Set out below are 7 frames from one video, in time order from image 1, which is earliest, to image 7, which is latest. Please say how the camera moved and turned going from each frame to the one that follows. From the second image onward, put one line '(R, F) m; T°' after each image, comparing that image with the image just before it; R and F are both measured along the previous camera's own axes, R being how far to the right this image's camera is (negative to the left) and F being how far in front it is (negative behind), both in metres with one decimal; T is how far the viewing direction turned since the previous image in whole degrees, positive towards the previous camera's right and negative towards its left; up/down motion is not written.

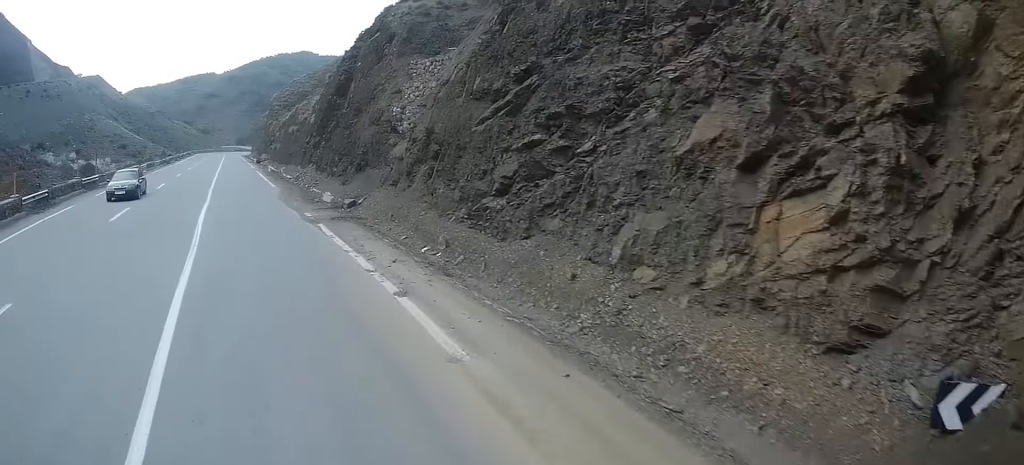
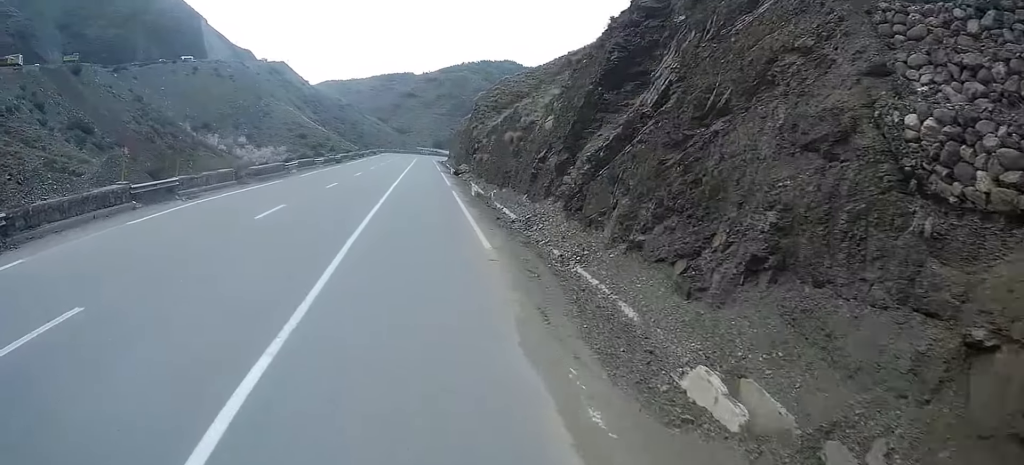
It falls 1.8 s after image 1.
(-2.3, +16.7) m; -10°
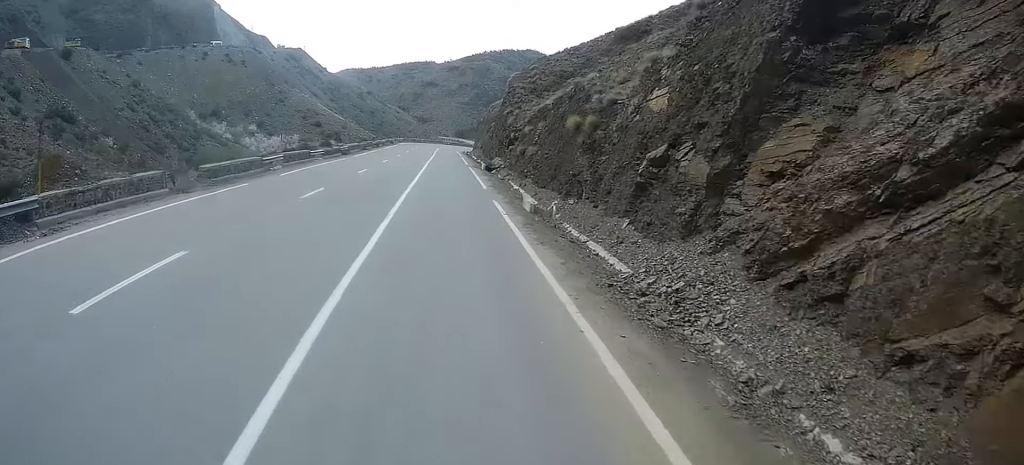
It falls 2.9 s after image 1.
(-0.1, +11.8) m; -3°
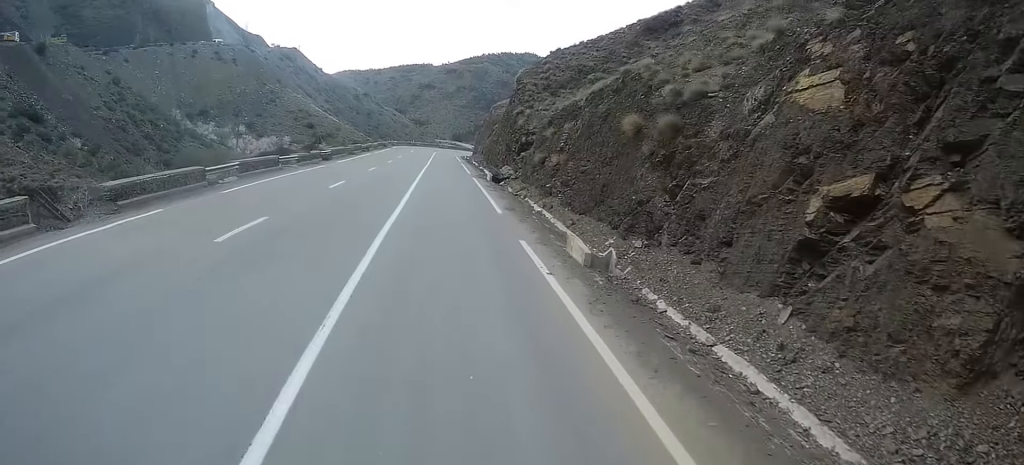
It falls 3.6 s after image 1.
(-0.3, +8.5) m; -1°
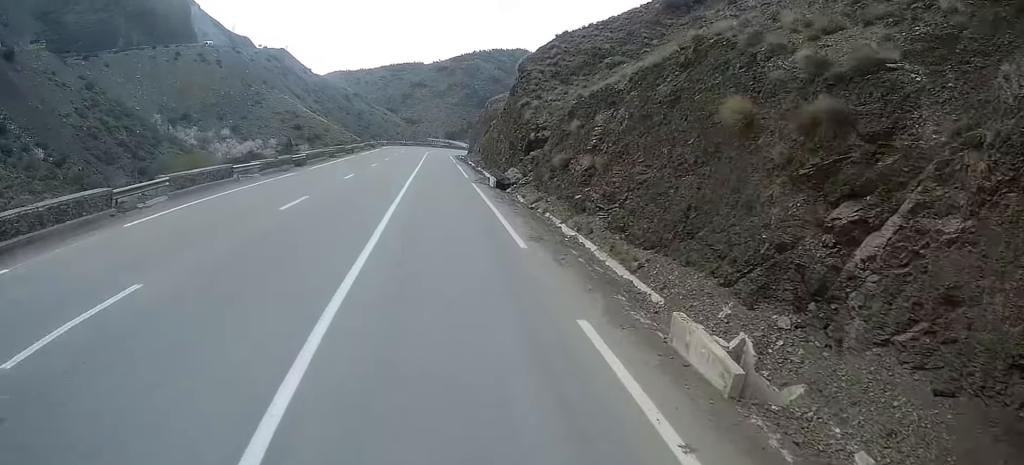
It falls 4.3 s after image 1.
(-0.3, +7.4) m; +1°
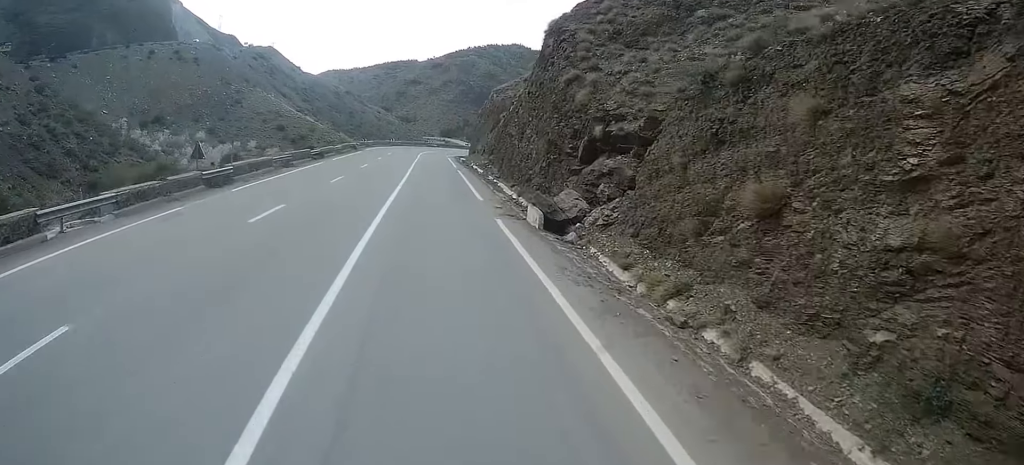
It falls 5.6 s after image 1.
(+0.8, +16.5) m; +1°
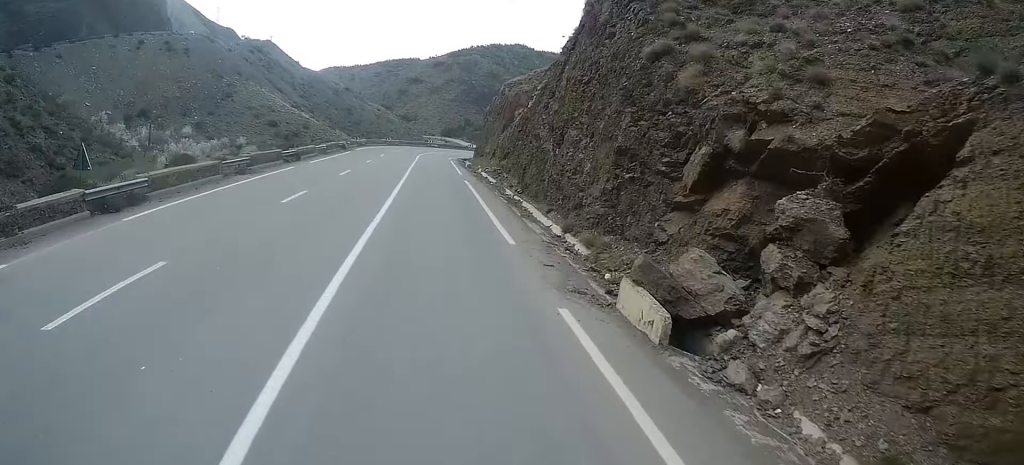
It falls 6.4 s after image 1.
(-0.2, +10.0) m; -1°
